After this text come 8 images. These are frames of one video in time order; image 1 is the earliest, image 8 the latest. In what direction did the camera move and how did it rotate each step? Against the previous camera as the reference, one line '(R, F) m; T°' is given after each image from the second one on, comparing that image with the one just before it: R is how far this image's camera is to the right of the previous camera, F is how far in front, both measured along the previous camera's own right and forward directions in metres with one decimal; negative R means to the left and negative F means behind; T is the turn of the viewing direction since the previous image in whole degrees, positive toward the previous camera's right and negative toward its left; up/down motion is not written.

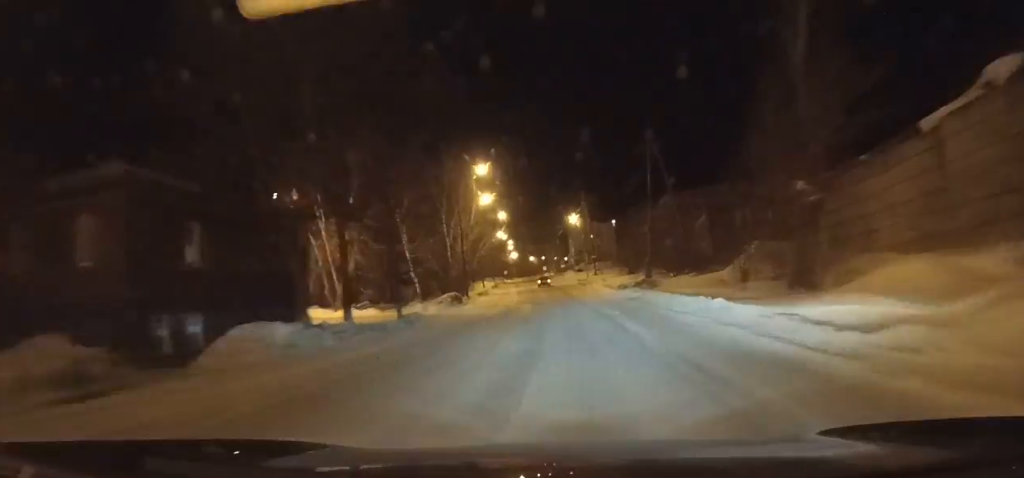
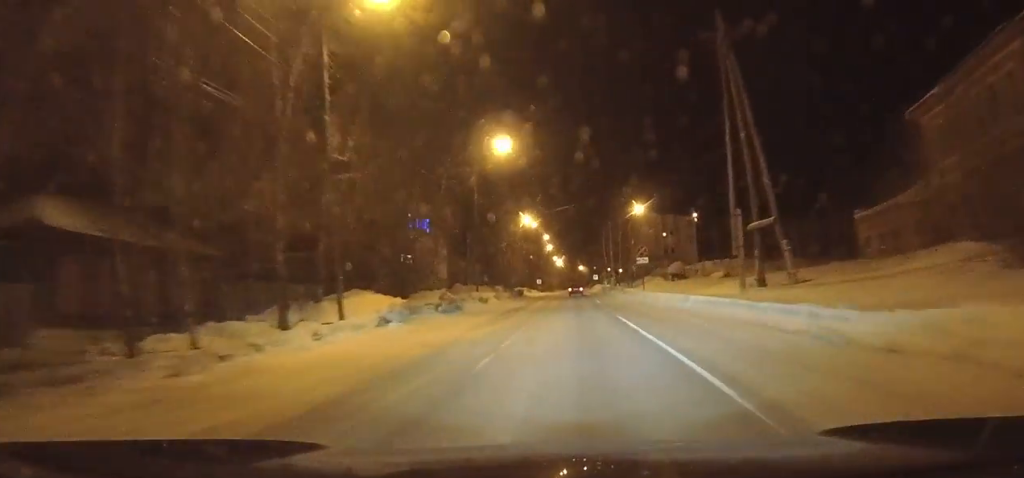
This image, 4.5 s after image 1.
(-2.4, +59.9) m; -3°
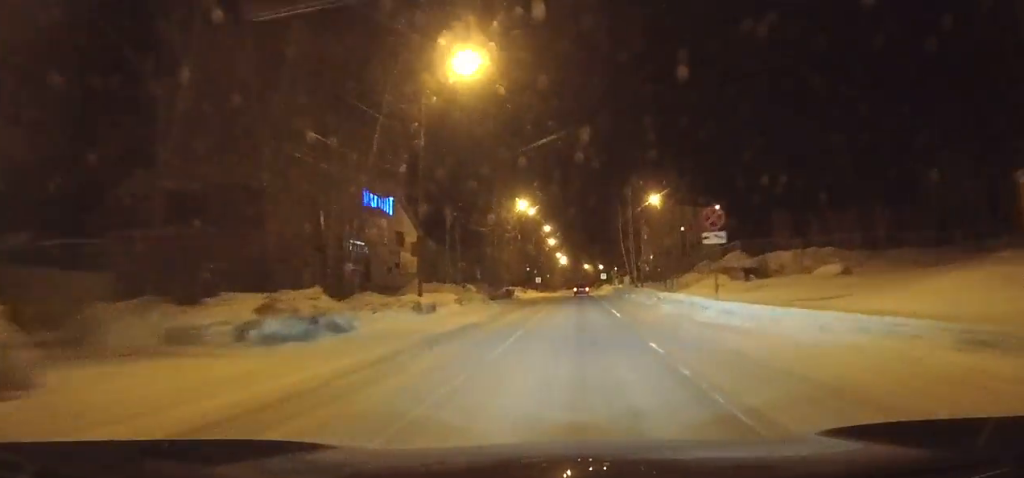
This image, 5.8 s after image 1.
(0.0, +17.1) m; 0°
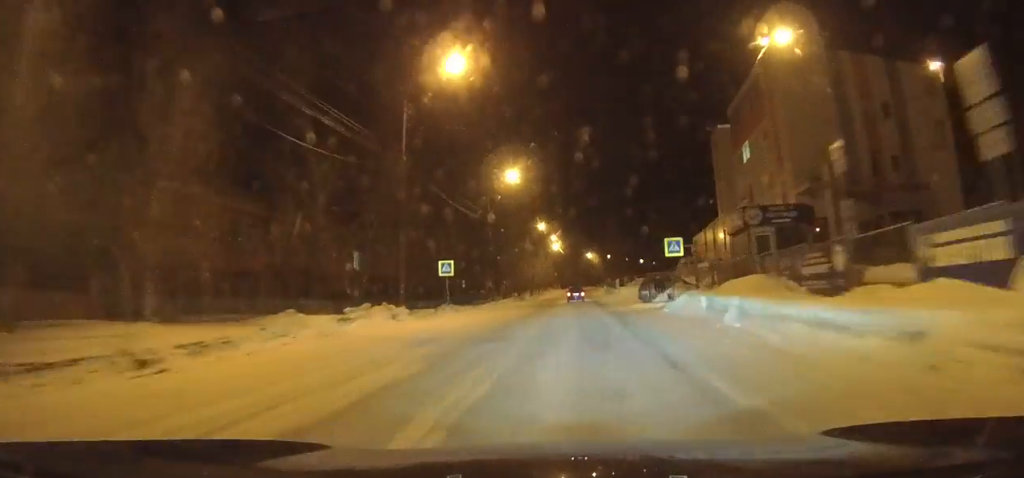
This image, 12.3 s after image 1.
(+0.2, +83.2) m; +1°
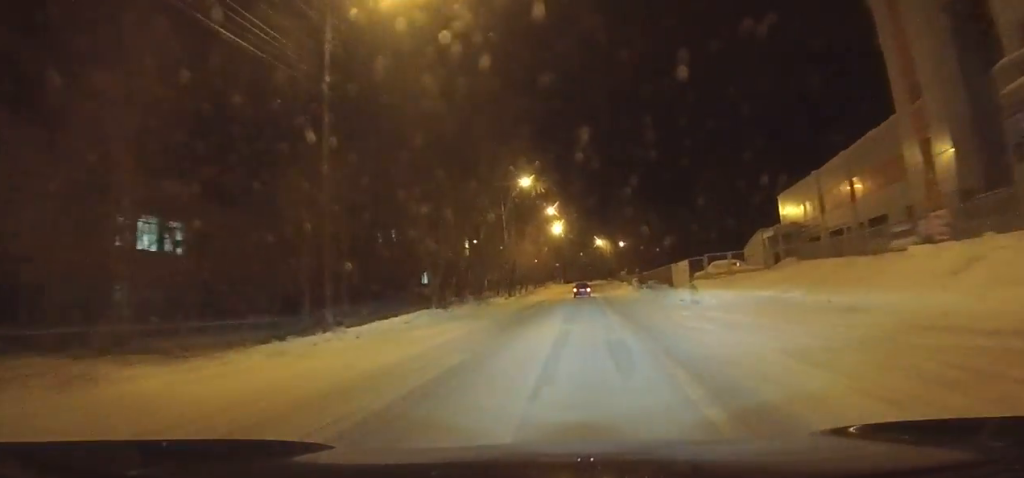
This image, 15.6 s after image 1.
(0.0, +41.3) m; 0°
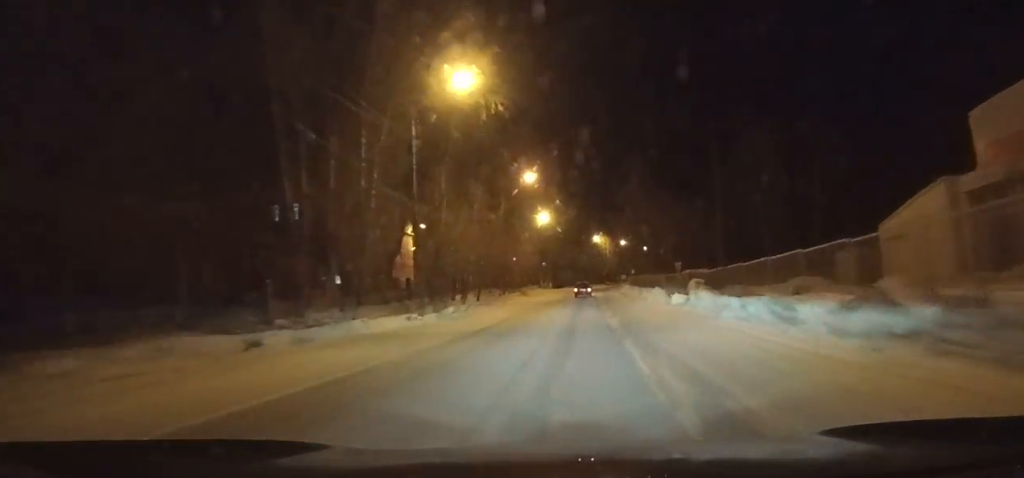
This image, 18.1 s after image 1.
(+0.2, +31.7) m; 0°
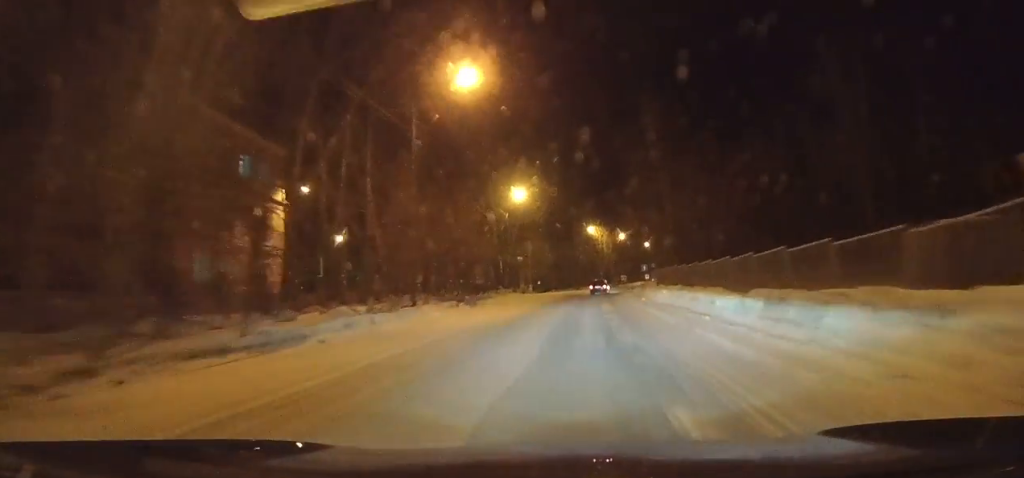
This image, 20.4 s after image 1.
(+0.1, +29.3) m; +1°
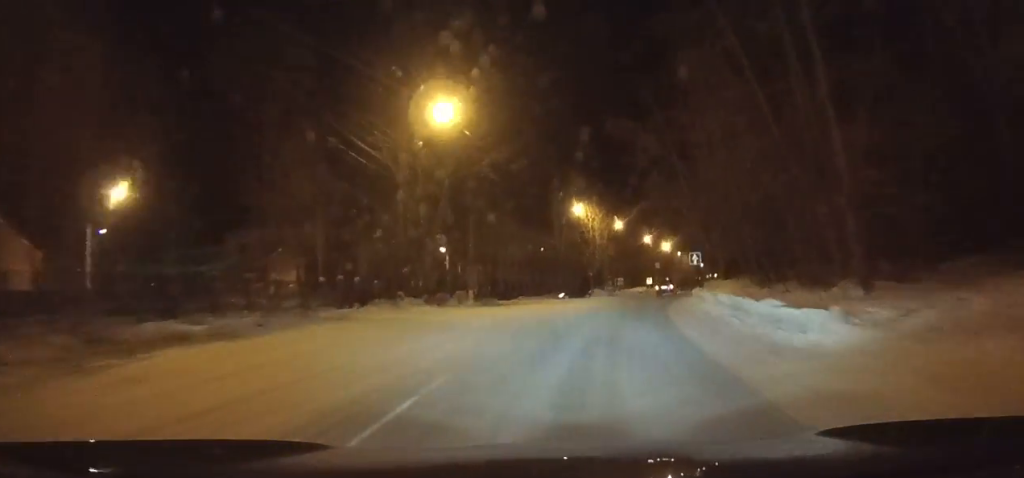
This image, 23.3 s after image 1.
(+0.5, +36.6) m; +4°
